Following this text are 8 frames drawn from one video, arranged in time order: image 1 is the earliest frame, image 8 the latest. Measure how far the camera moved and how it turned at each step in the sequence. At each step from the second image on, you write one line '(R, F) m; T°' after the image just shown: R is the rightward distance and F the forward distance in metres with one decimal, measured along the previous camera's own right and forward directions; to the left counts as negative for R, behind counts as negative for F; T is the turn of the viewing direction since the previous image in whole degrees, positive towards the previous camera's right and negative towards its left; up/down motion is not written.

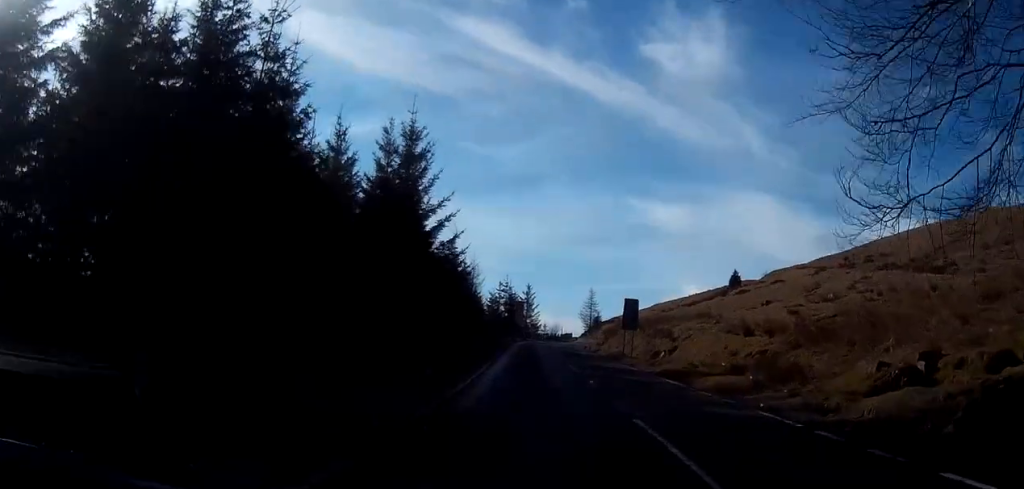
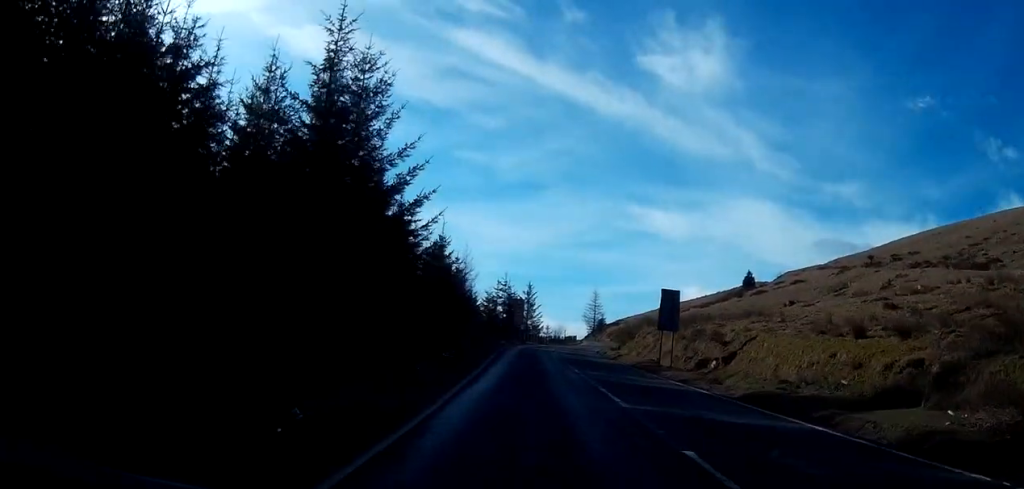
(+0.1, +11.9) m; +1°
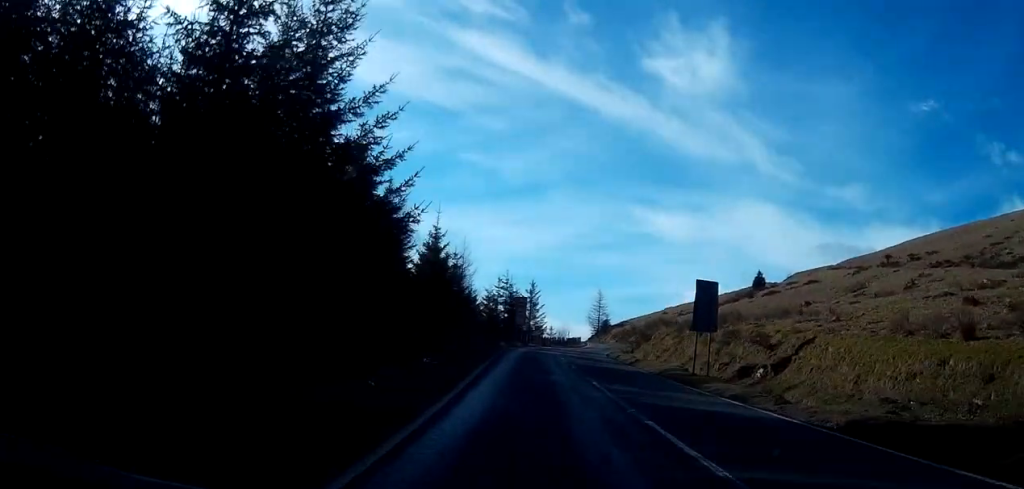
(0.0, +6.1) m; 0°
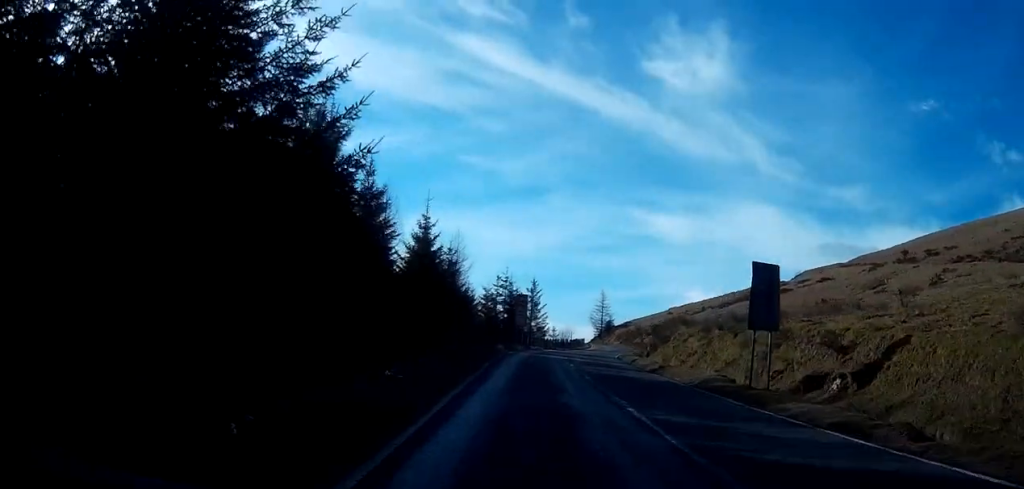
(0.0, +6.5) m; 0°
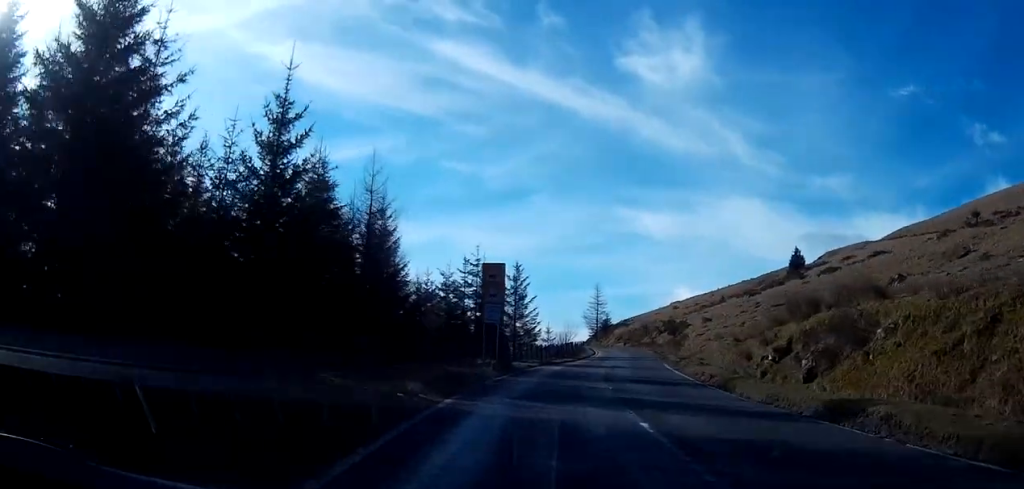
(-0.7, +28.0) m; -1°
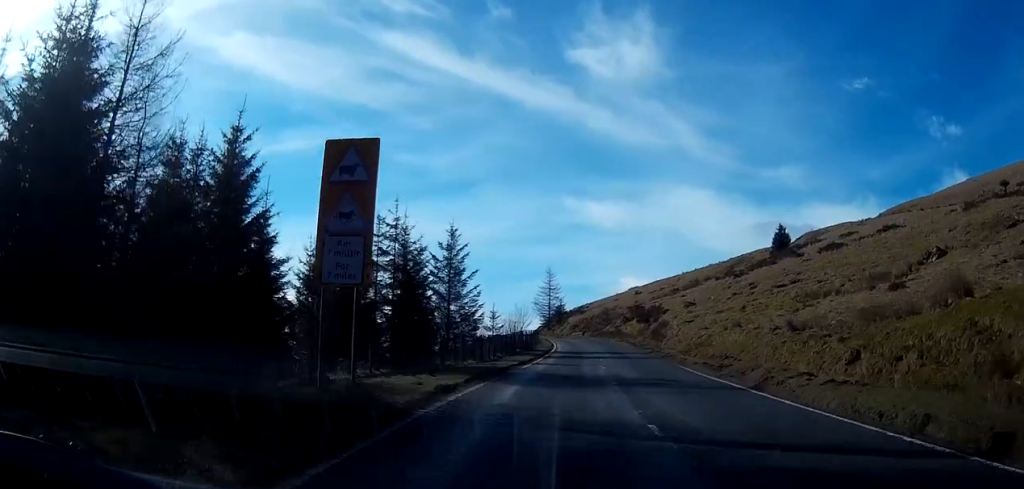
(+0.9, +17.8) m; +5°
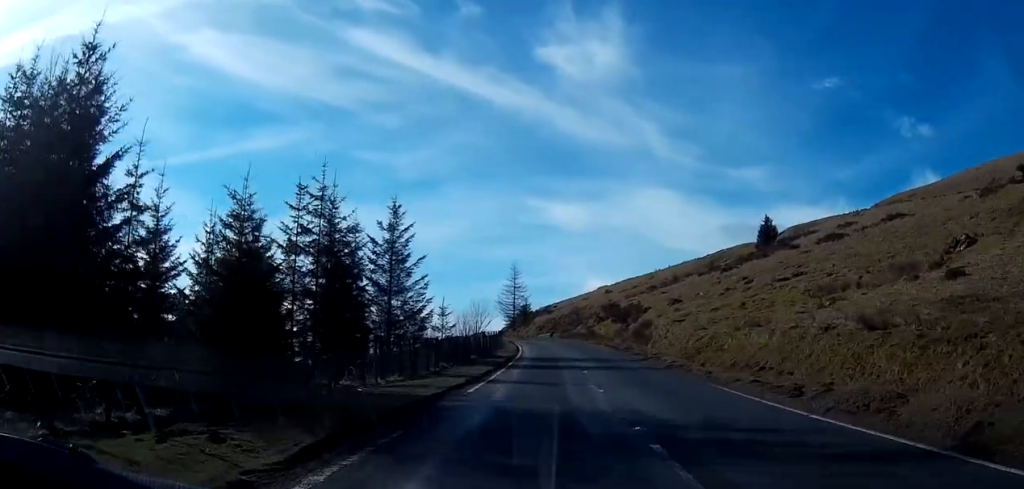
(0.0, +9.8) m; +2°
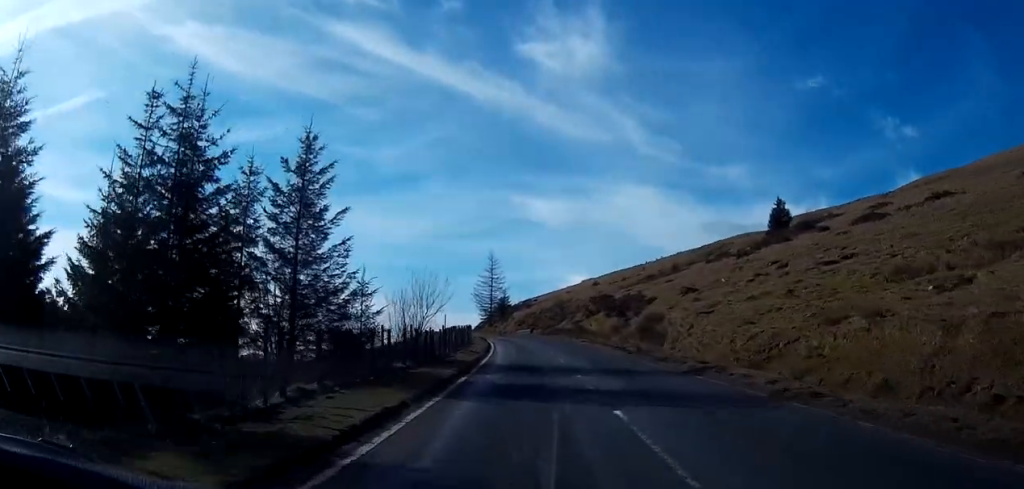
(+0.5, +13.9) m; +3°
